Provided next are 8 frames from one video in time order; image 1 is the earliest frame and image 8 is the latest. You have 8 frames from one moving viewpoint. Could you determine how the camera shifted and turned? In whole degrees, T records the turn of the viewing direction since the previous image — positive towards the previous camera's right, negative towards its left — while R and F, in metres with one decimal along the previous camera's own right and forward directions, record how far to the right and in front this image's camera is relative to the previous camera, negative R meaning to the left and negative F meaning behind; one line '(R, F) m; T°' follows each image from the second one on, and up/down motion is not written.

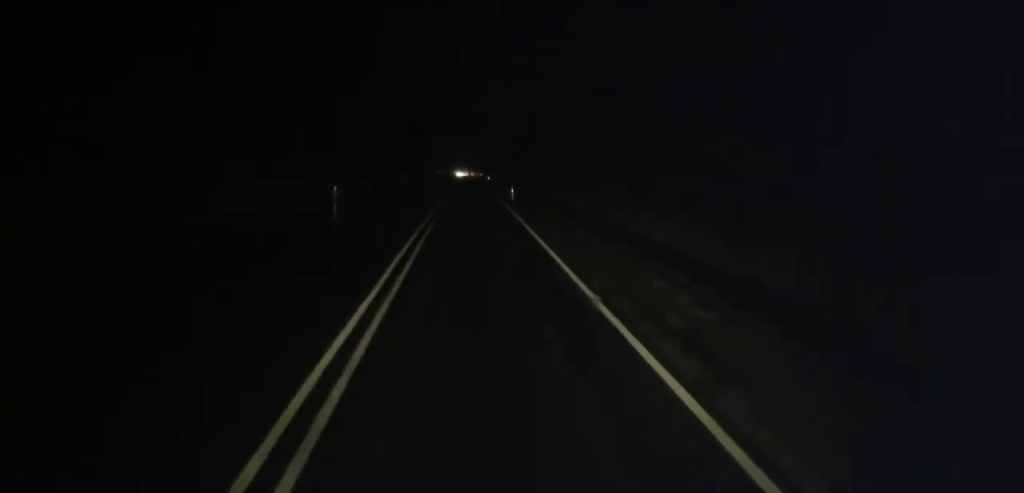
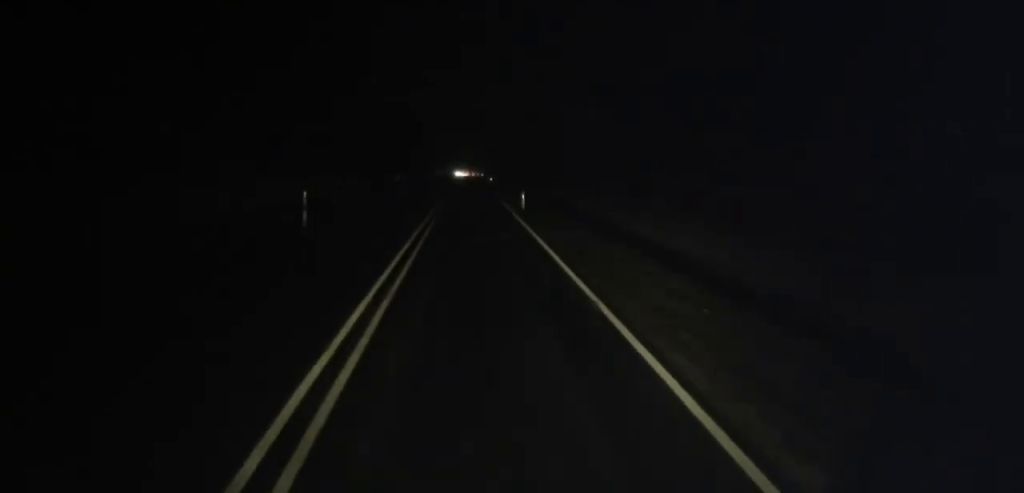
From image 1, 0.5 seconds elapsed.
(0.0, +8.8) m; 0°
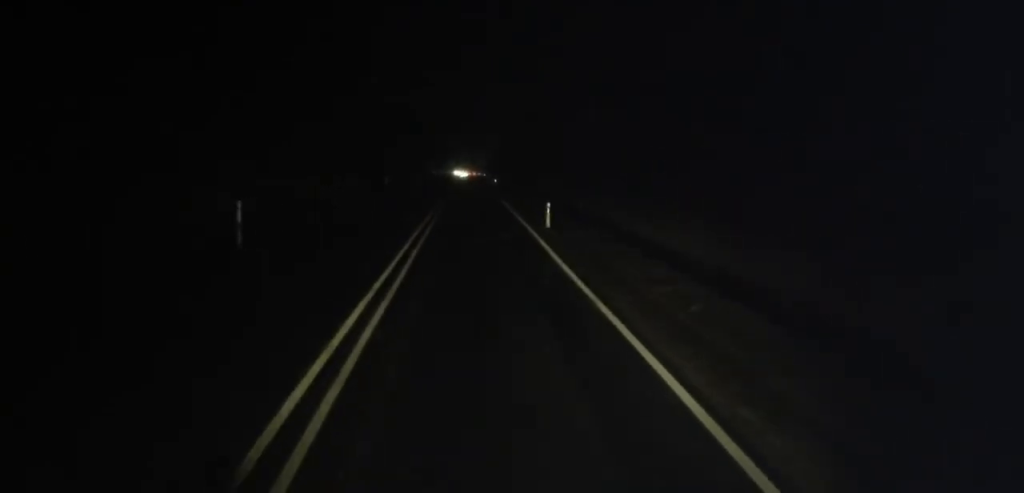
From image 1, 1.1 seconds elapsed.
(+0.1, +11.2) m; 0°
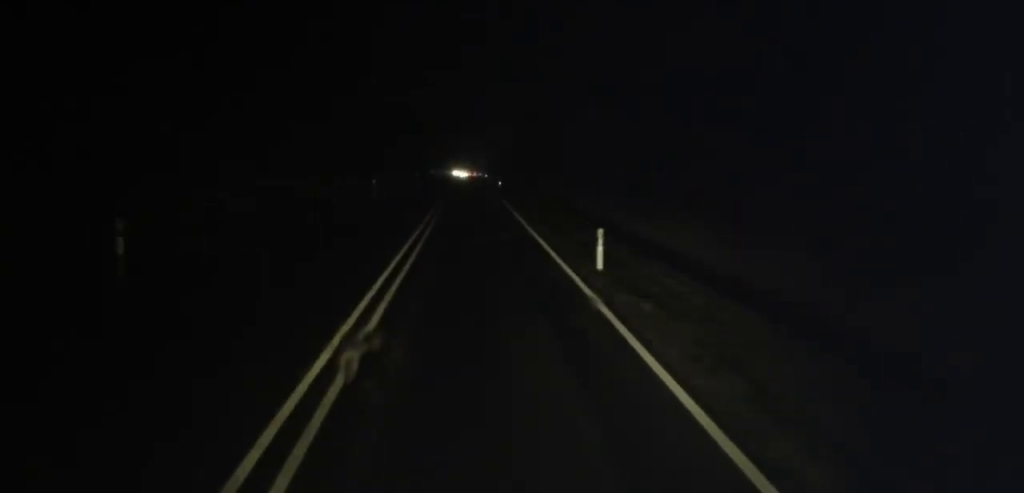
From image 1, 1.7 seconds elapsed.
(-0.1, +10.2) m; 0°
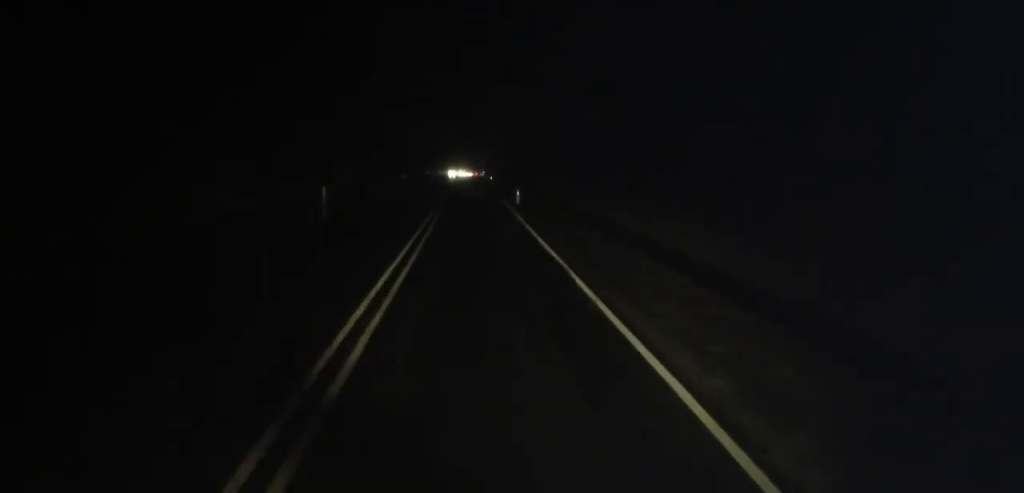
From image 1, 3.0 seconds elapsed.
(+0.3, +23.4) m; 0°
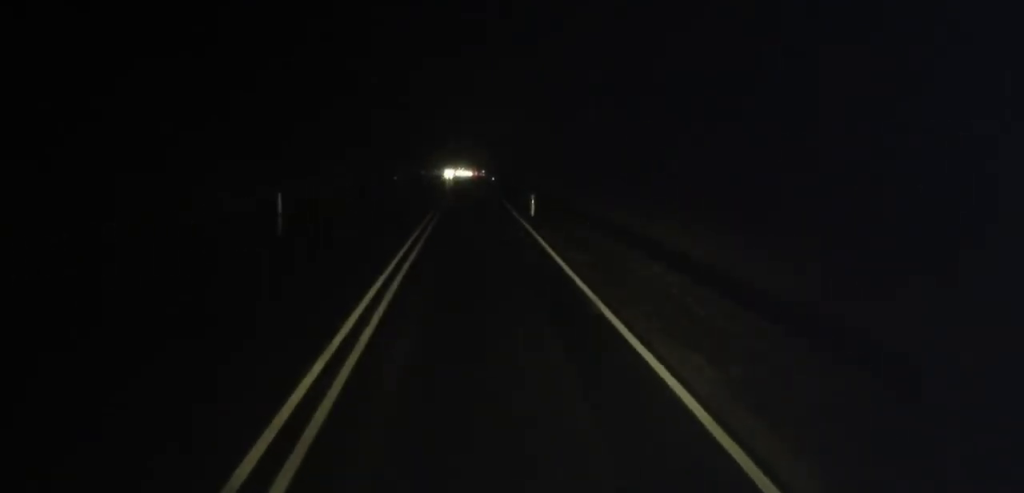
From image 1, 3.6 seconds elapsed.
(-0.2, +10.2) m; -1°
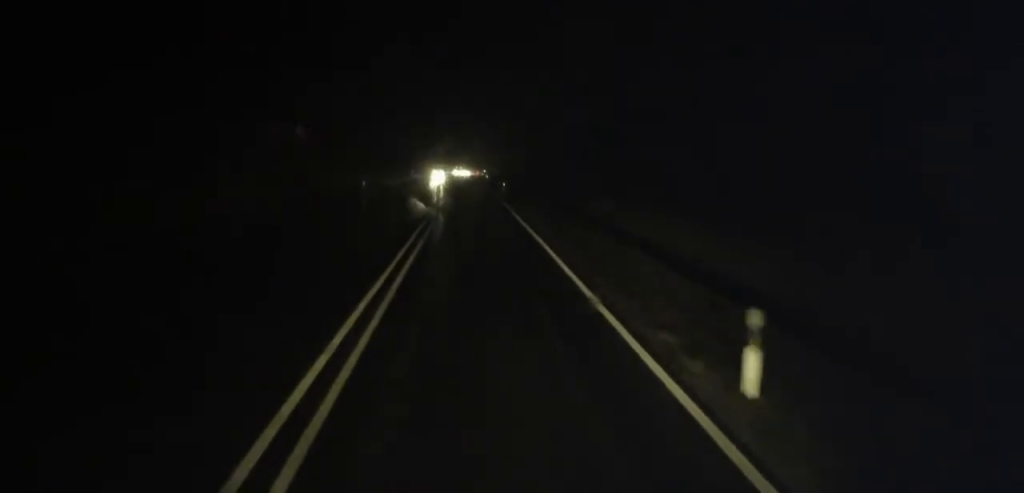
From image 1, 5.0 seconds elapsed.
(-0.3, +25.3) m; 0°
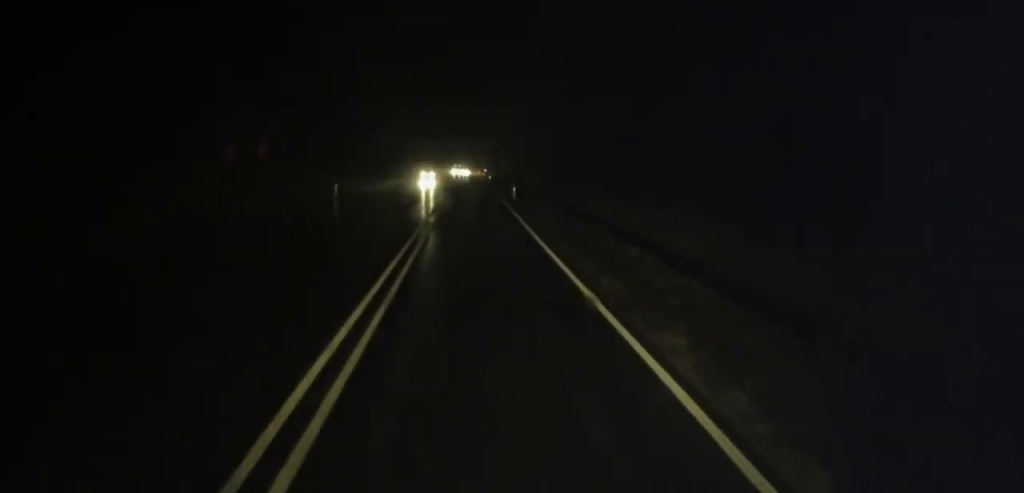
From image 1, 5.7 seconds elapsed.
(0.0, +12.7) m; 0°
